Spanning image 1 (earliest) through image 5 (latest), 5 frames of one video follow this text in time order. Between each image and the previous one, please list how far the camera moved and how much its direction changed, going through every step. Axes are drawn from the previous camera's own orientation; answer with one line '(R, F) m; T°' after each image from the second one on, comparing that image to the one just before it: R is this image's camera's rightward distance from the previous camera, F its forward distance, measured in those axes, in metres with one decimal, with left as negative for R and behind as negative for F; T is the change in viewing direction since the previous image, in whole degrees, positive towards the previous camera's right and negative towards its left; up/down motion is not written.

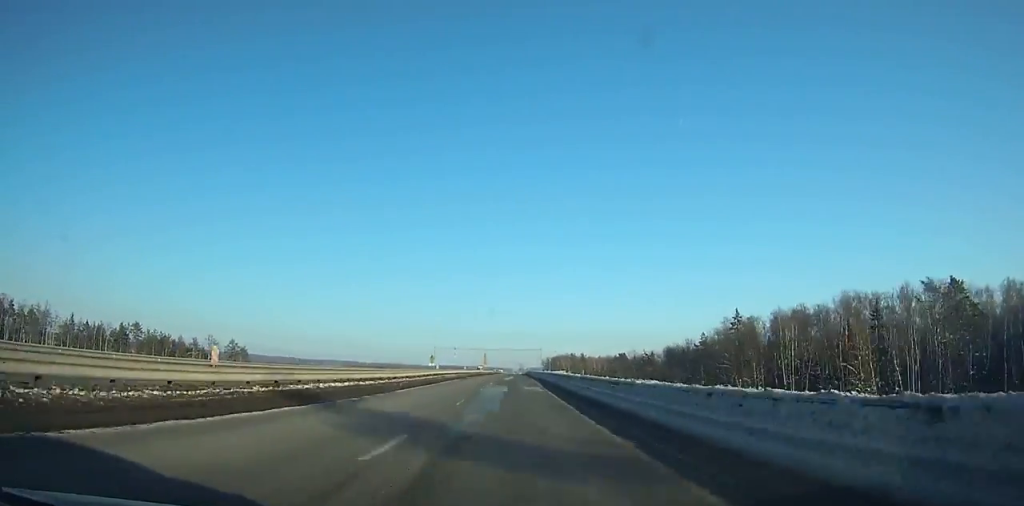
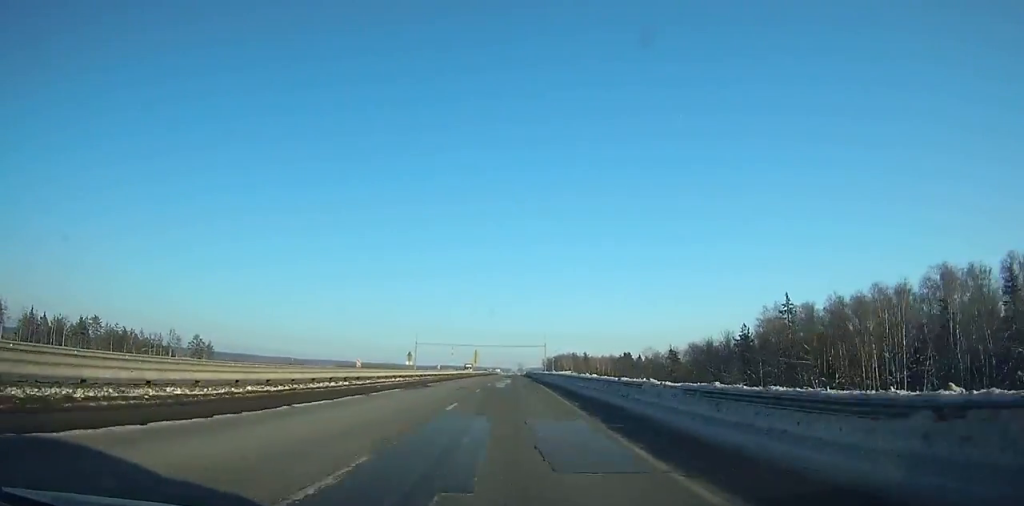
(0.0, +26.8) m; 0°
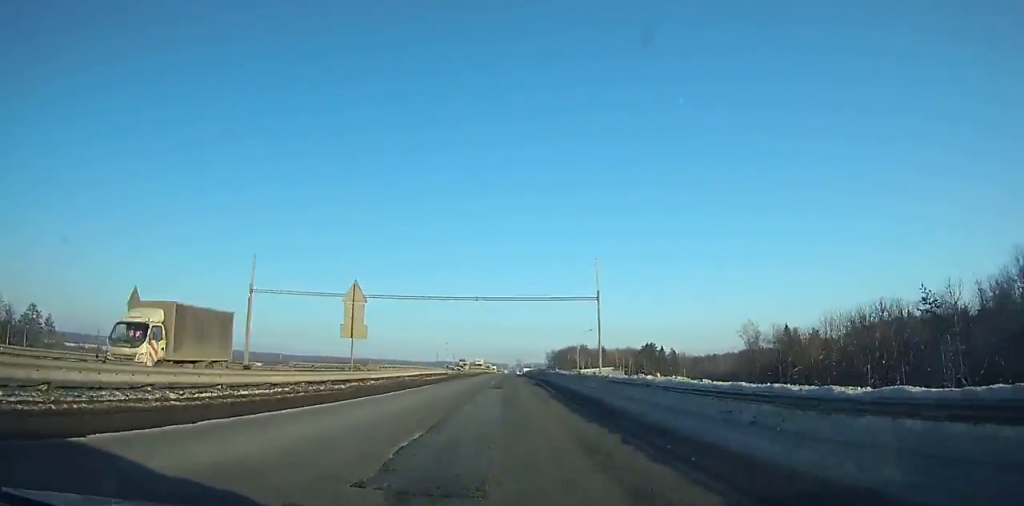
(+0.2, +80.2) m; 0°
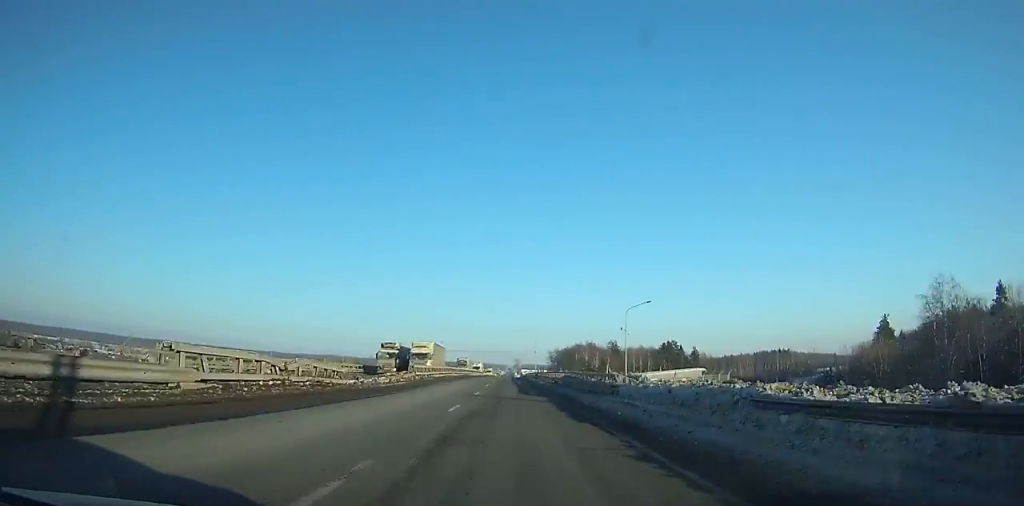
(+0.1, +51.3) m; 0°
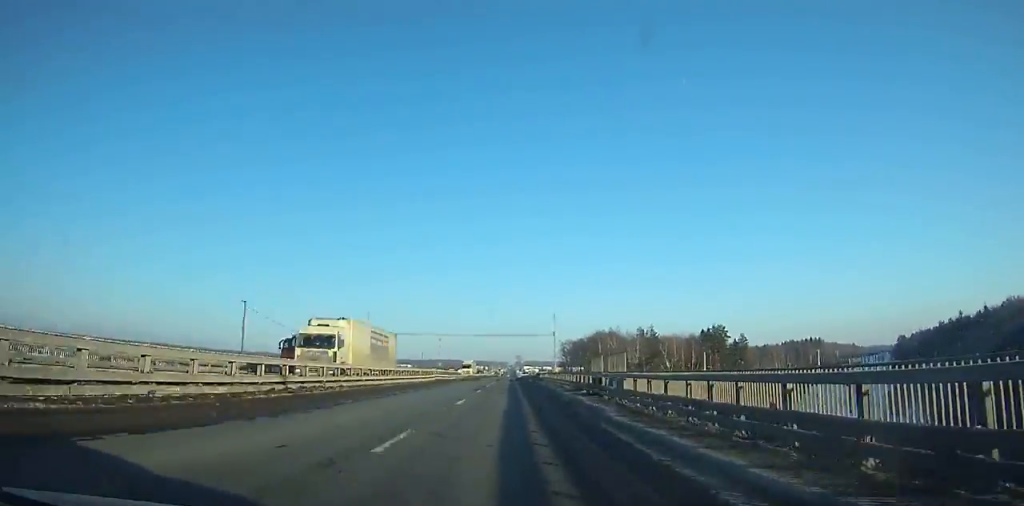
(-0.2, +69.6) m; 0°
